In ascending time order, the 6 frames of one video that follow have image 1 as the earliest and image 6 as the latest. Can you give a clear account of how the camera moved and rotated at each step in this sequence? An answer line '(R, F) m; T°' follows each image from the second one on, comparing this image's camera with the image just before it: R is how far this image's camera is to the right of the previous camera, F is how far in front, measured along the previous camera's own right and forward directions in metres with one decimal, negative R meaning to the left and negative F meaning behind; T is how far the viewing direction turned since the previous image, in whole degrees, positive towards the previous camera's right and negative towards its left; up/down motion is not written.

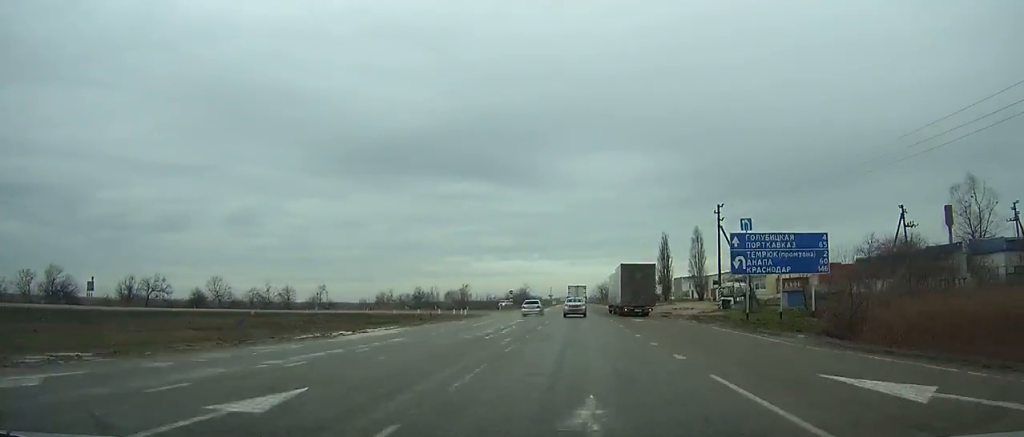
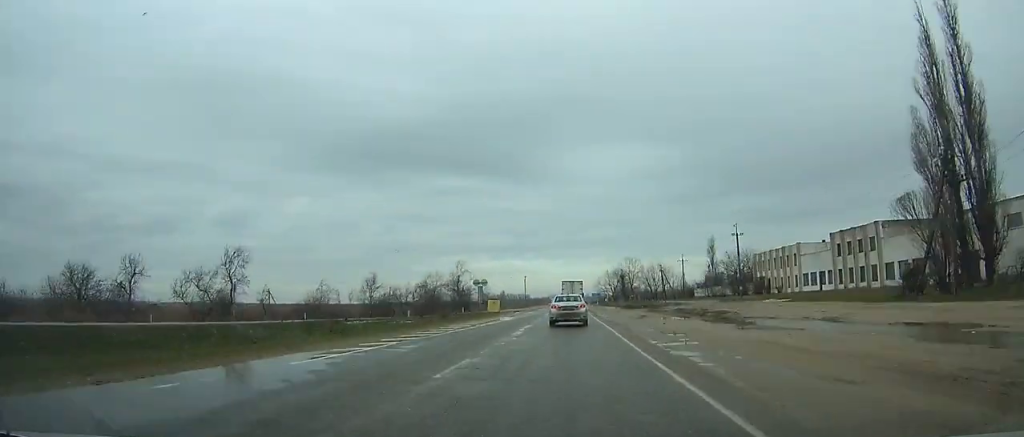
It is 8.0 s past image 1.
(-0.1, +136.9) m; 0°
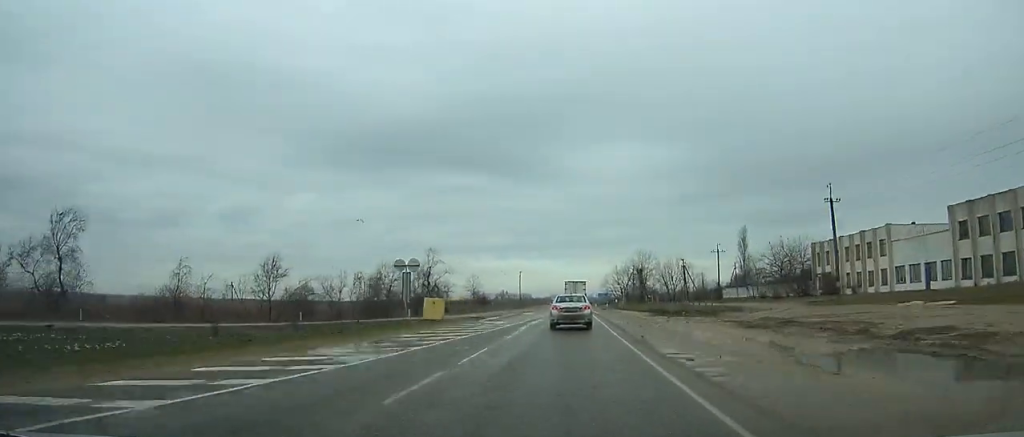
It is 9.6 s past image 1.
(0.0, +26.0) m; 0°
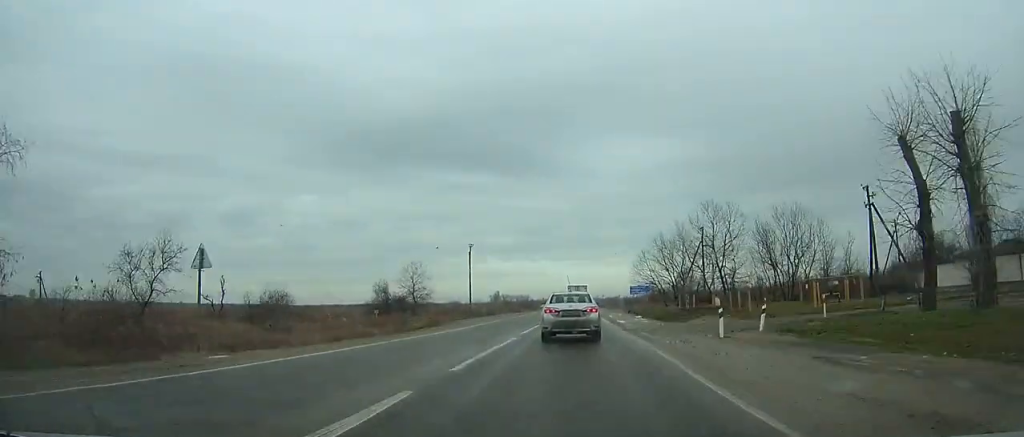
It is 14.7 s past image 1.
(0.0, +79.6) m; 0°
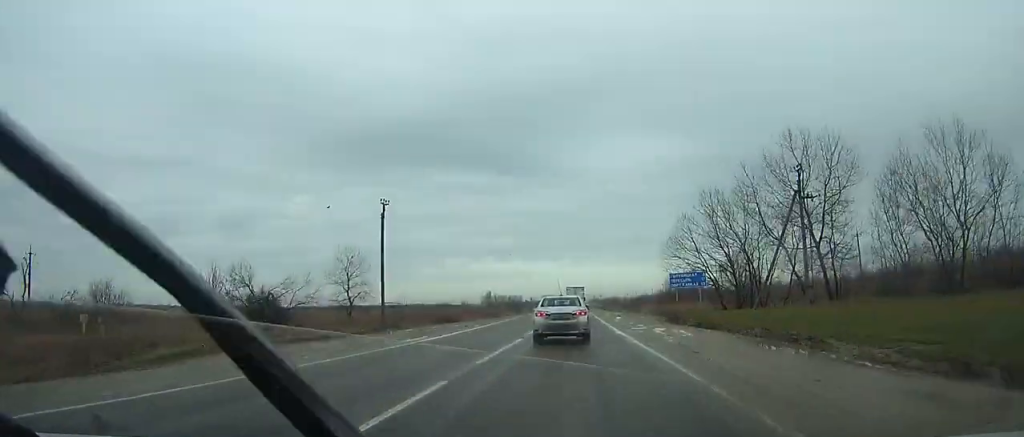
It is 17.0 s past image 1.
(0.0, +35.8) m; 0°
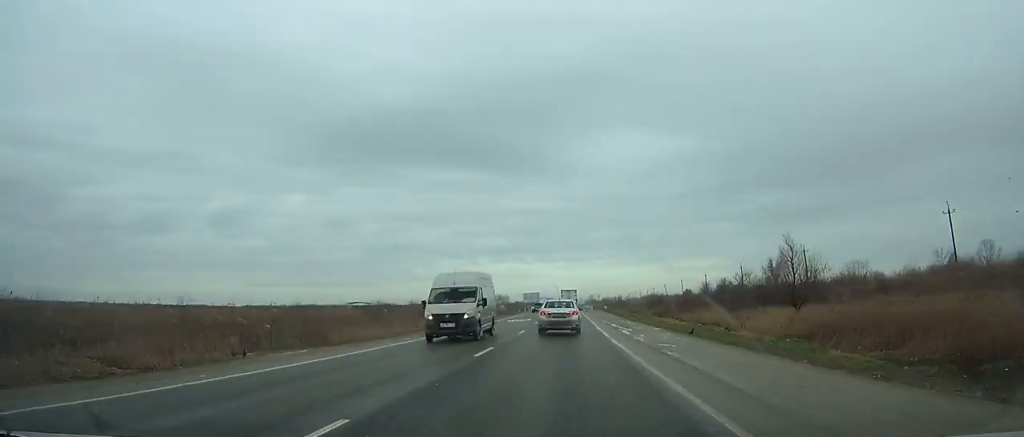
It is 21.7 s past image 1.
(-0.1, +76.1) m; 0°
